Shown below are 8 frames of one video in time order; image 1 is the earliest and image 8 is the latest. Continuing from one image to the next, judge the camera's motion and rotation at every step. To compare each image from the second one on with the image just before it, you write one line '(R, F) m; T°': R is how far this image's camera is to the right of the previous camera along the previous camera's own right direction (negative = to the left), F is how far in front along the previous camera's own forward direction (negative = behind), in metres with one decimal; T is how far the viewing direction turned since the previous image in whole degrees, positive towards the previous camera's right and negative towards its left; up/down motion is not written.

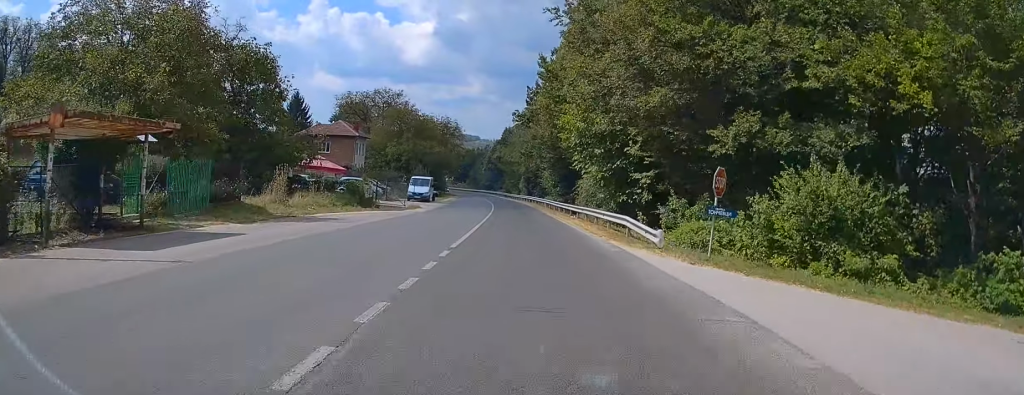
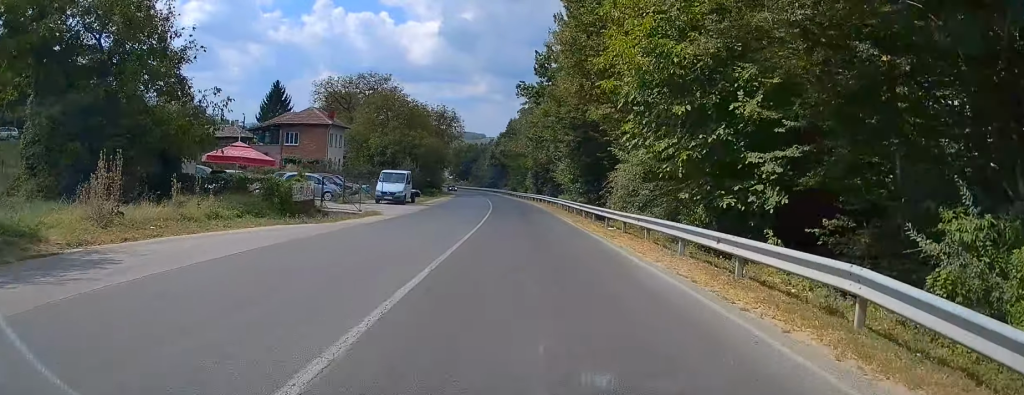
(-0.1, +15.2) m; -1°
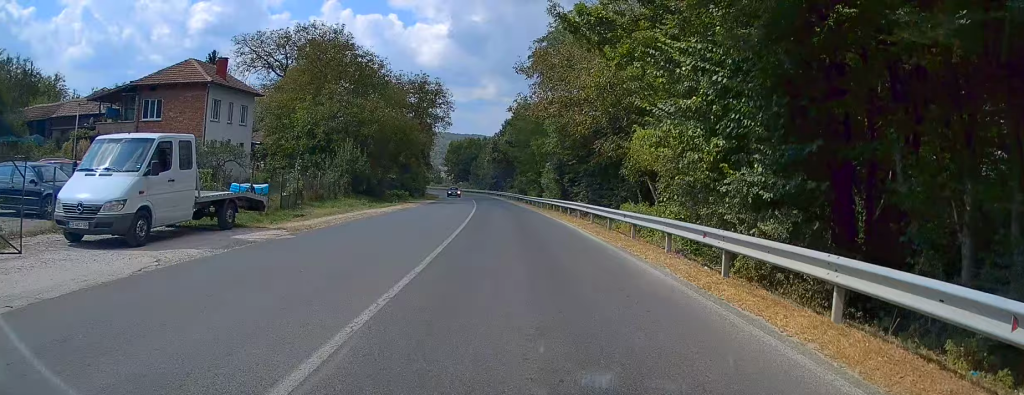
(-0.3, +31.4) m; -1°
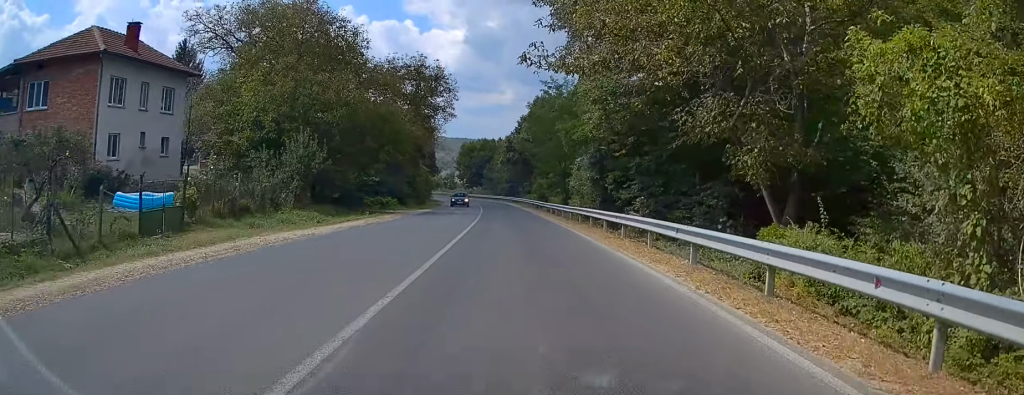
(0.0, +13.7) m; -1°
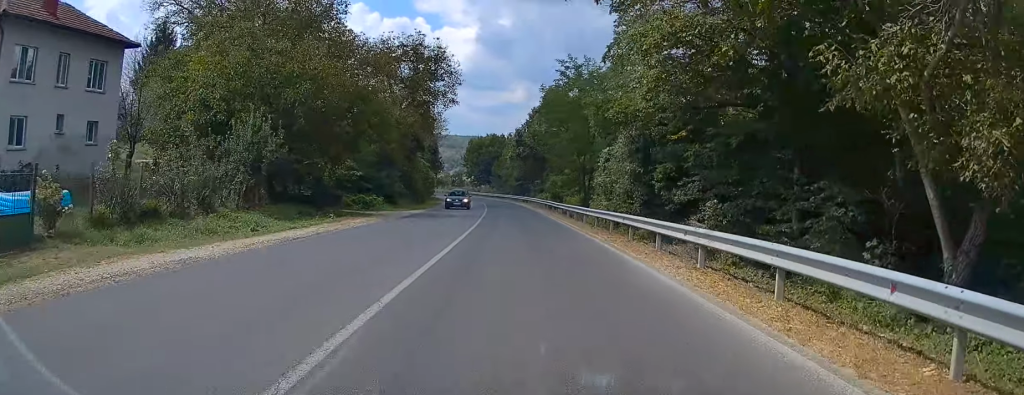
(+0.1, +8.1) m; -1°
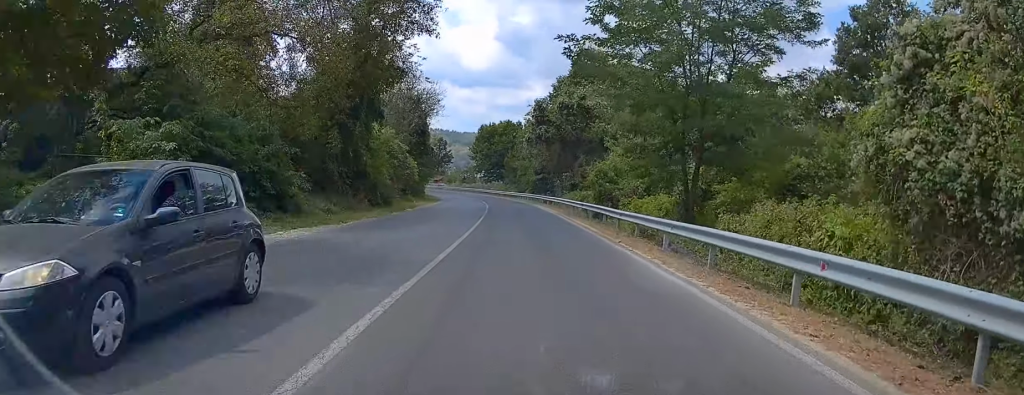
(-0.6, +23.9) m; -2°
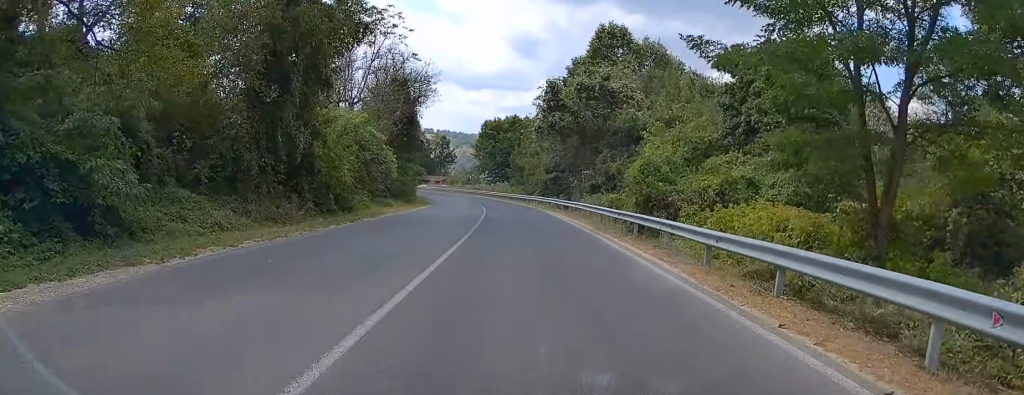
(0.0, +11.2) m; -1°
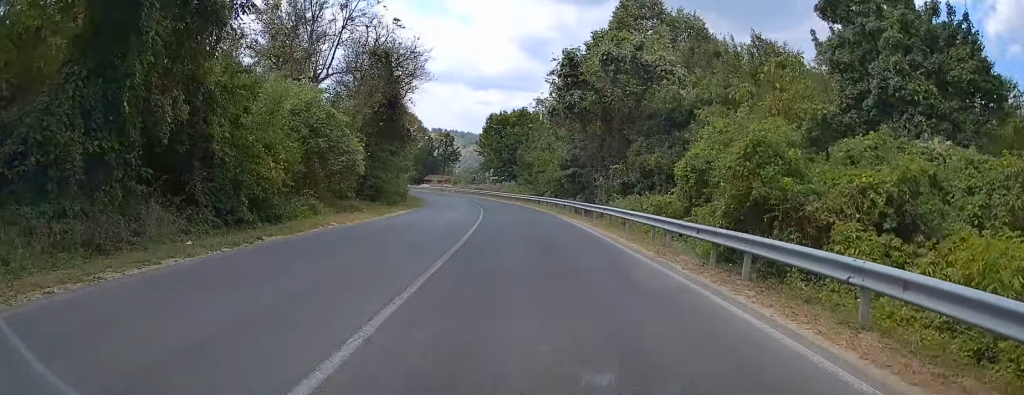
(-0.1, +10.1) m; -1°
